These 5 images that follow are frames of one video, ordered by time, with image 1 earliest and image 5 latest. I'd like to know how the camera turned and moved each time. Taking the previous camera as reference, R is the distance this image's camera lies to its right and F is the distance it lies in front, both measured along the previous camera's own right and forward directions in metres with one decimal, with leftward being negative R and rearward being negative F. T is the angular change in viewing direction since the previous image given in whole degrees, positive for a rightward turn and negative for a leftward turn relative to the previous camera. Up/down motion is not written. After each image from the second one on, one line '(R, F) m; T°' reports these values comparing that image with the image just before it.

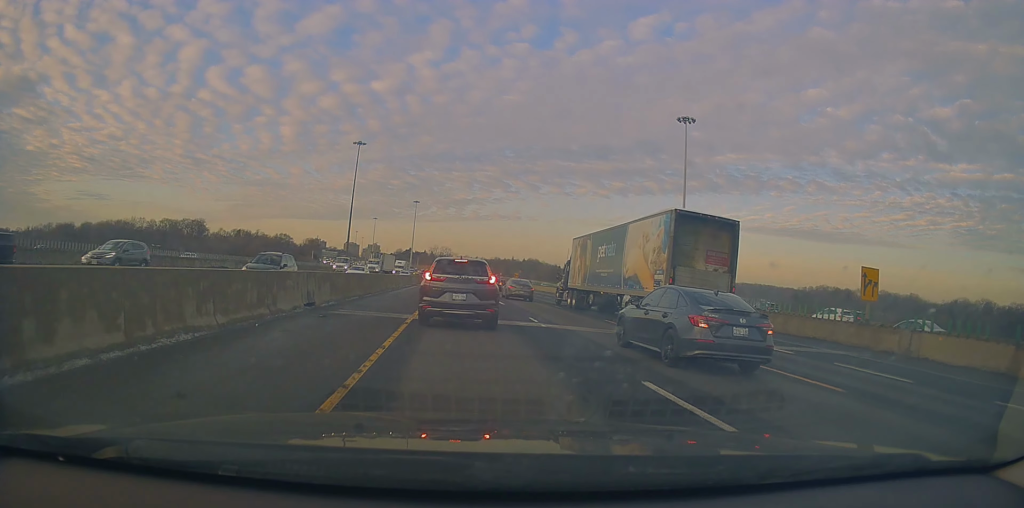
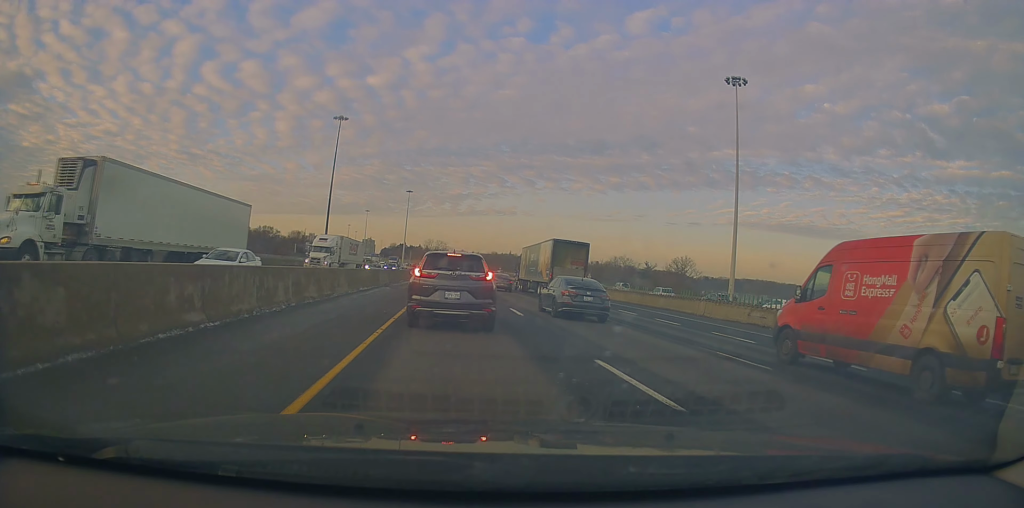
(+0.1, +22.1) m; -1°
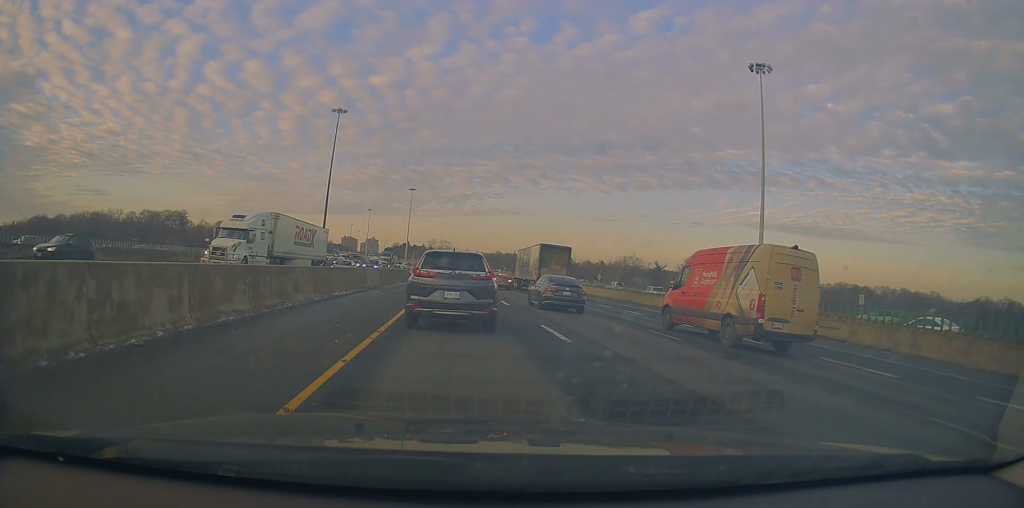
(0.0, +7.2) m; -1°
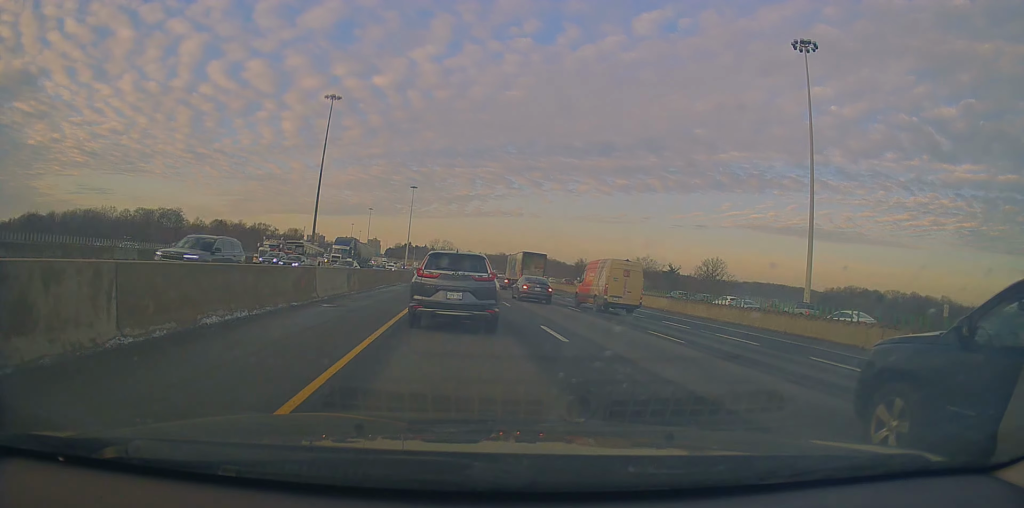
(+0.1, +11.9) m; +3°
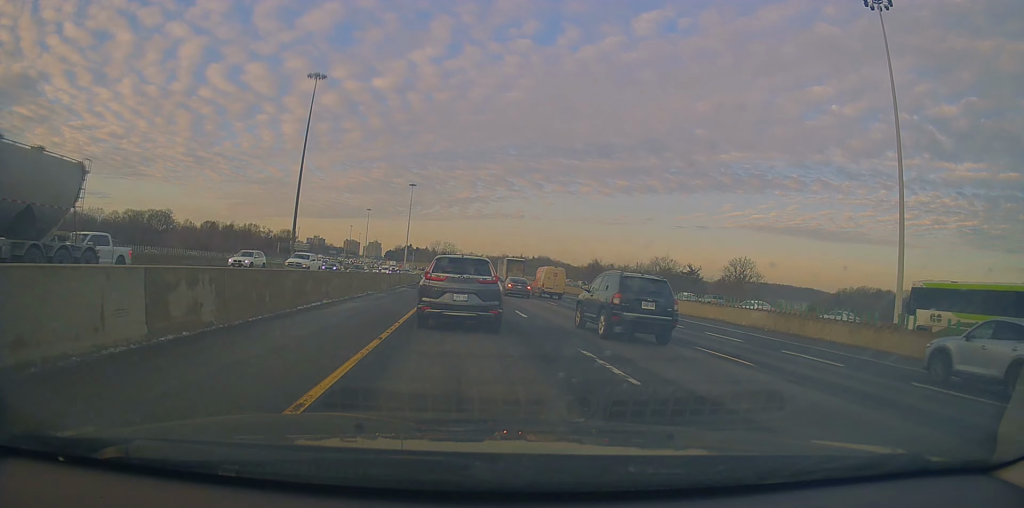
(+0.1, +16.1) m; -3°
